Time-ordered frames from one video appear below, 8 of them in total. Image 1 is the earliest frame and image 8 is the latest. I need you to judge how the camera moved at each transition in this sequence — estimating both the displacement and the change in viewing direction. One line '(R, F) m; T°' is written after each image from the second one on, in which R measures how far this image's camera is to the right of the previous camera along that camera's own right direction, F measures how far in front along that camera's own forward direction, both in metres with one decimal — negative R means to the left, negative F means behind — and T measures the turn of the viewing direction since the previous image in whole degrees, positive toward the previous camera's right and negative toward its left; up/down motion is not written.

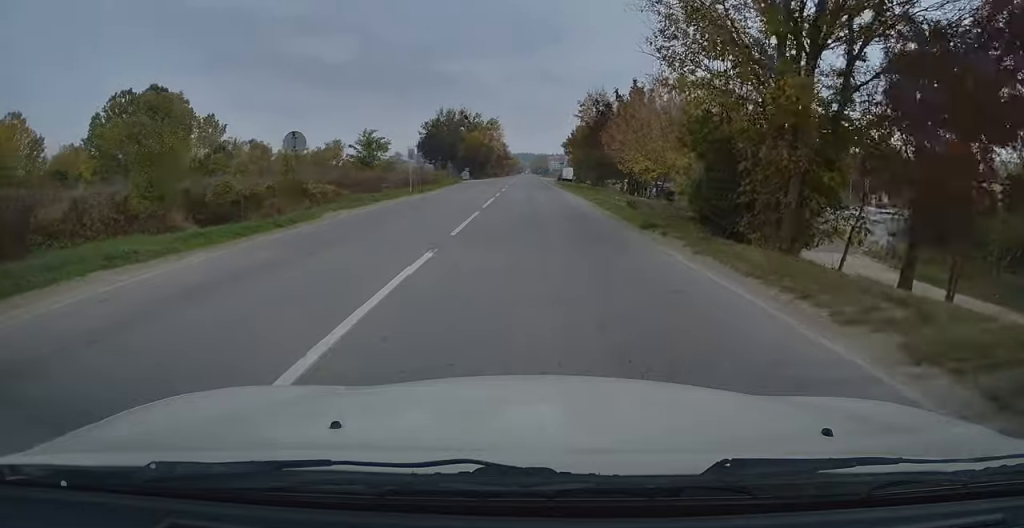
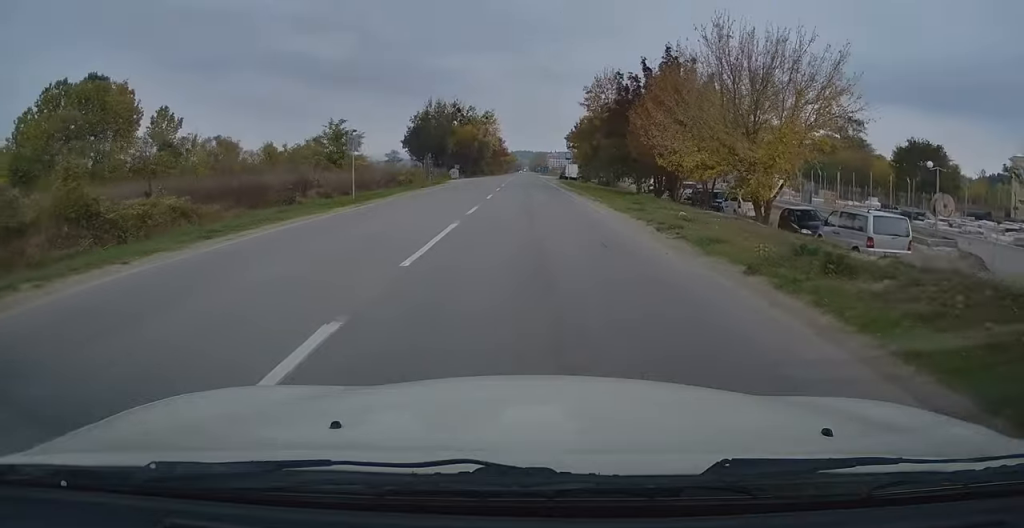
(+0.1, +13.6) m; +1°
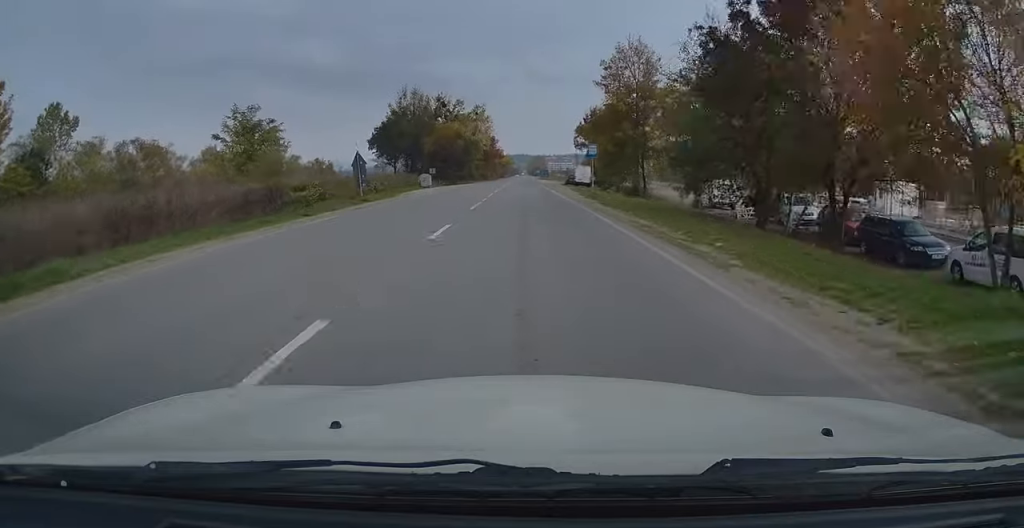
(+0.1, +23.4) m; 0°
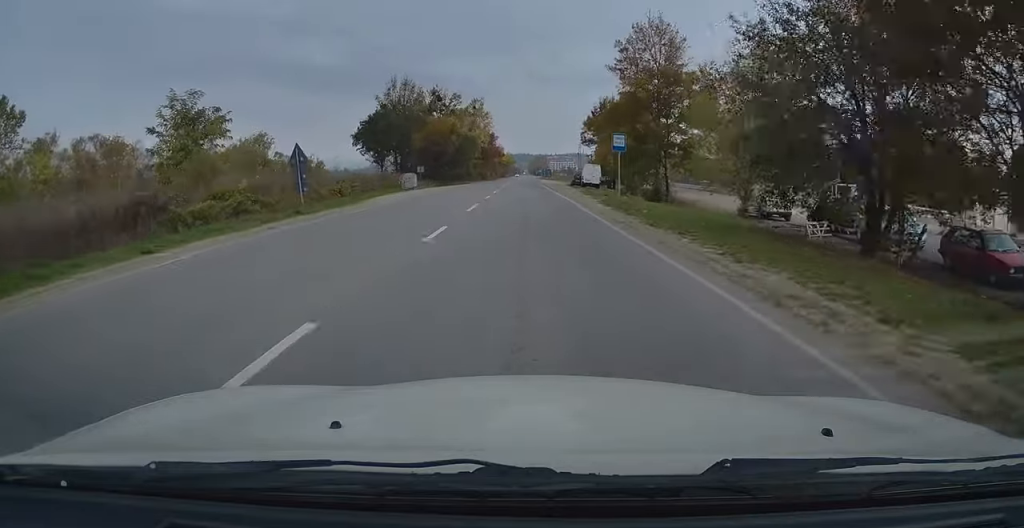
(0.0, +9.4) m; 0°
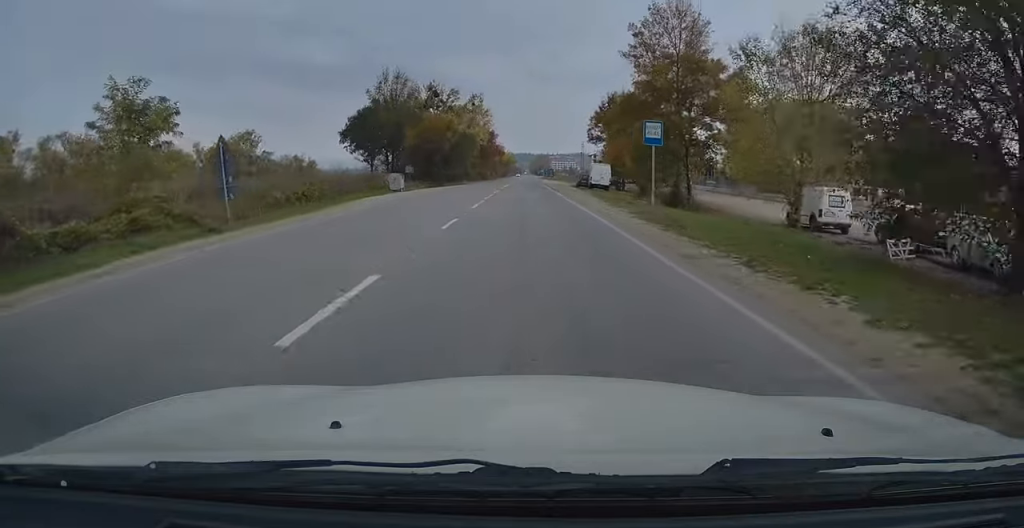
(0.0, +6.6) m; 0°
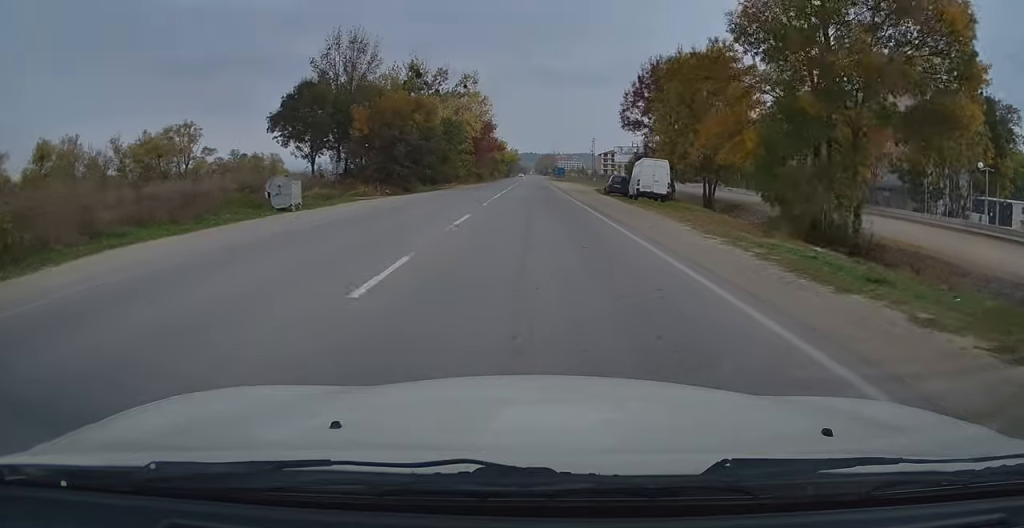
(-0.2, +23.6) m; -1°
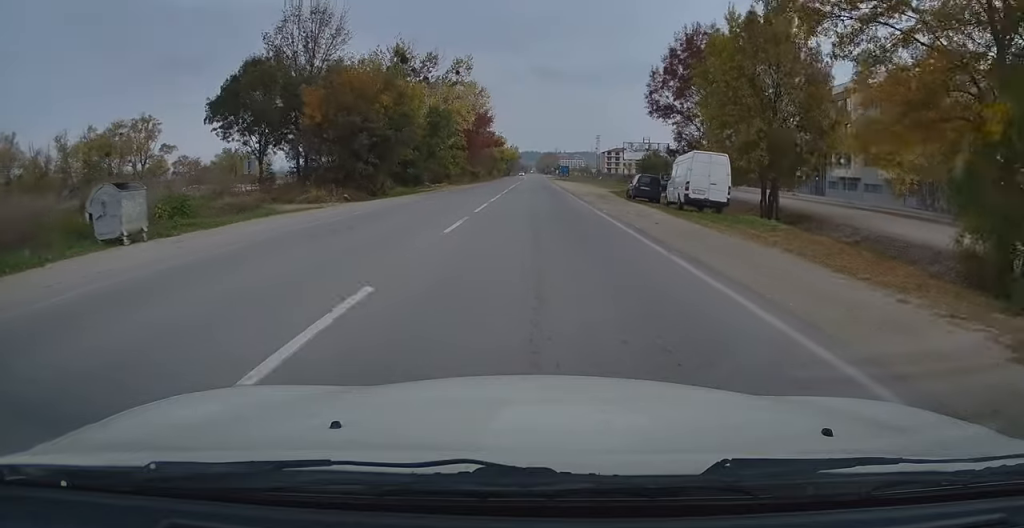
(0.0, +11.4) m; 0°
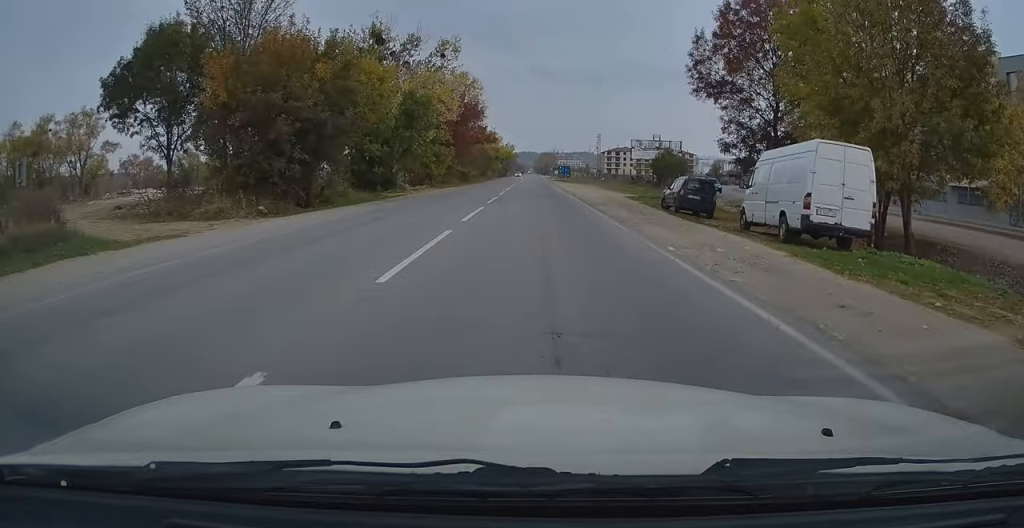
(0.0, +11.9) m; 0°
